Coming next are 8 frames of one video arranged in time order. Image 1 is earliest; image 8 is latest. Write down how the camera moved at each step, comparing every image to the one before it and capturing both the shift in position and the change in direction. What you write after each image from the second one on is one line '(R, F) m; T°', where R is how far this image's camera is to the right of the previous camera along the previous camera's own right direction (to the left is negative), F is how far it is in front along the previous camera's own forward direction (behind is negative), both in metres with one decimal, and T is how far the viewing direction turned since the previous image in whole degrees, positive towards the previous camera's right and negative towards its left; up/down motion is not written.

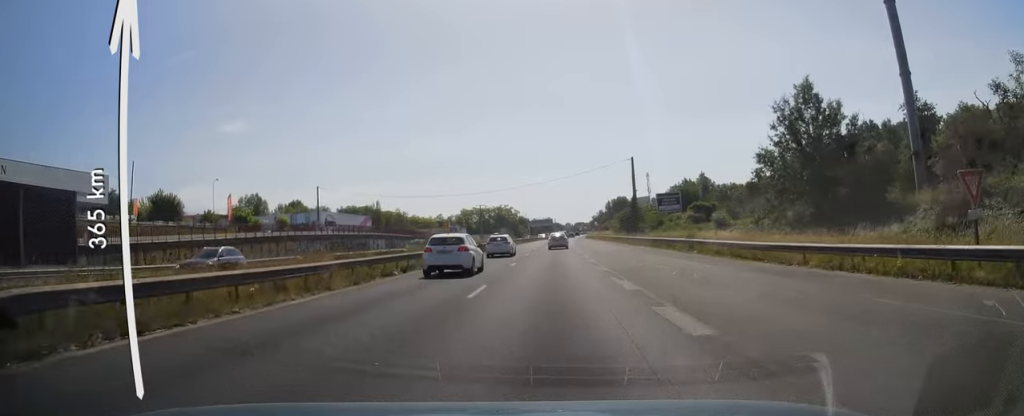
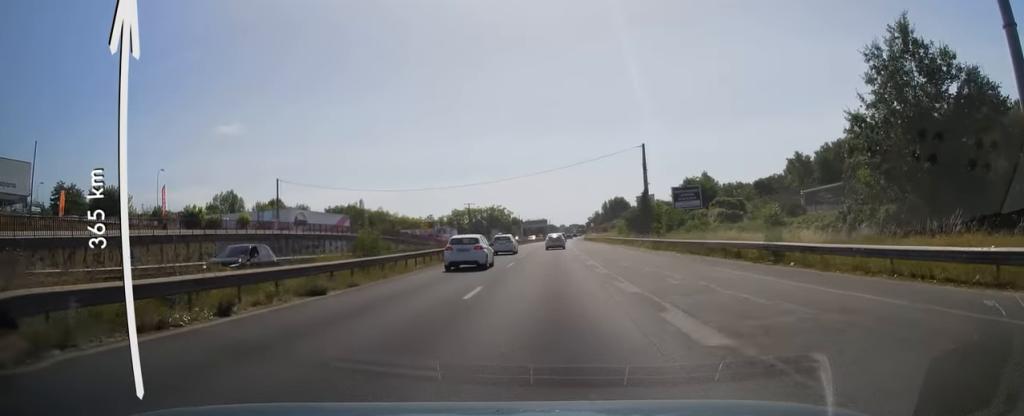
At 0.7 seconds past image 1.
(+0.1, +13.6) m; +1°
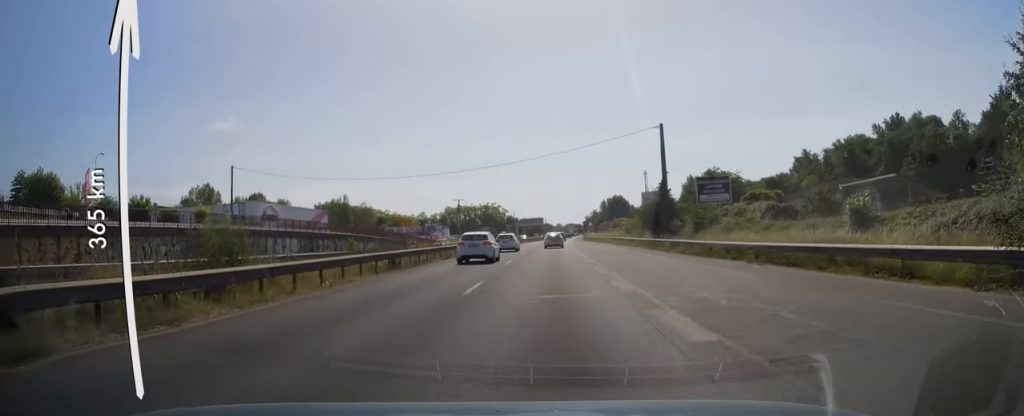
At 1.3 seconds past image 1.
(0.0, +12.6) m; +1°
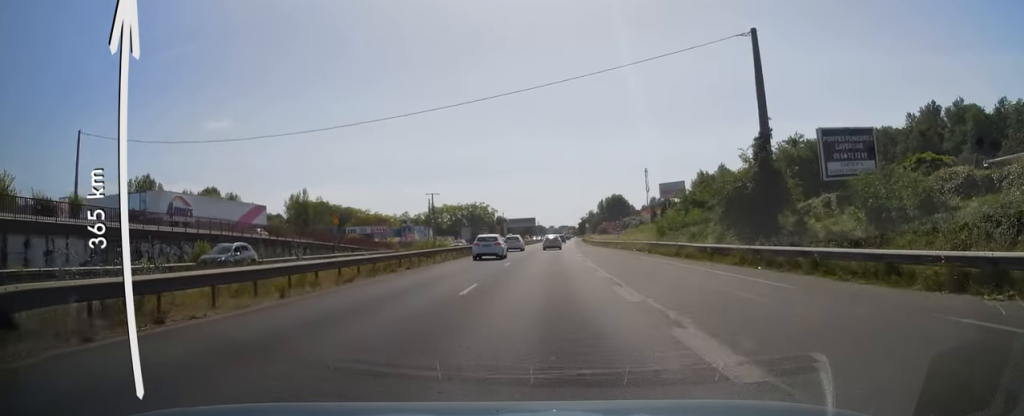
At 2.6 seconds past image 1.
(+0.4, +27.6) m; +1°
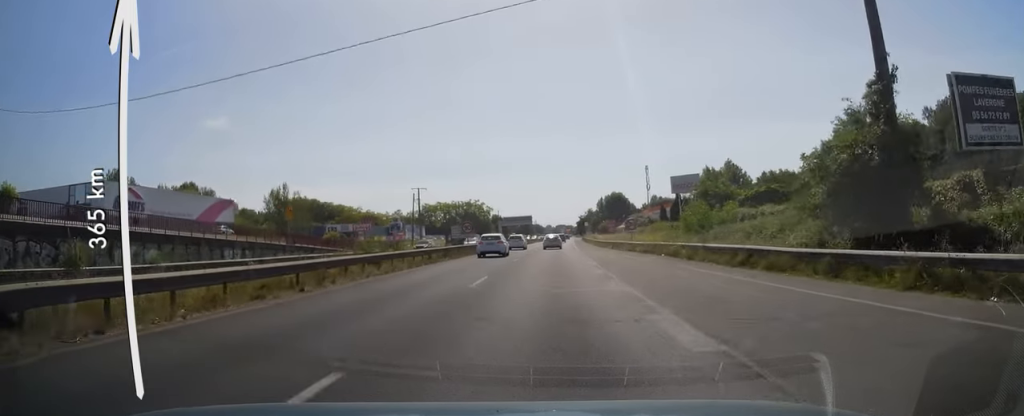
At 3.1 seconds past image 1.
(0.0, +11.5) m; 0°
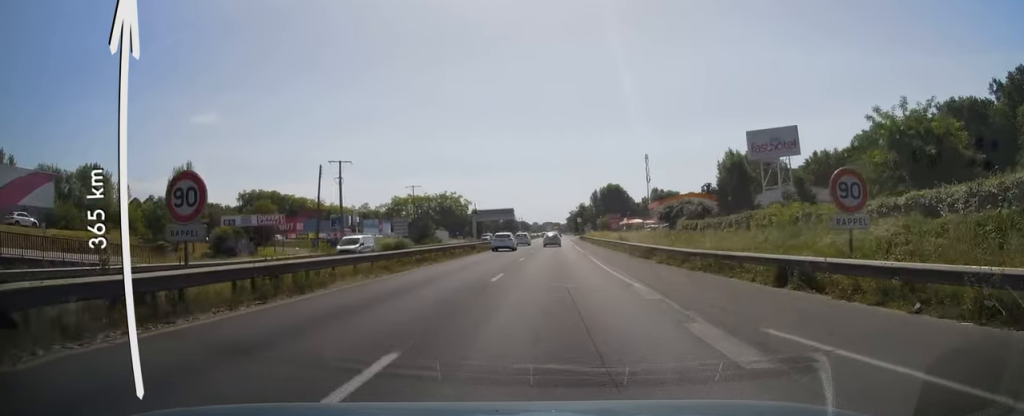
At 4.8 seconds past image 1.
(-0.1, +40.0) m; 0°
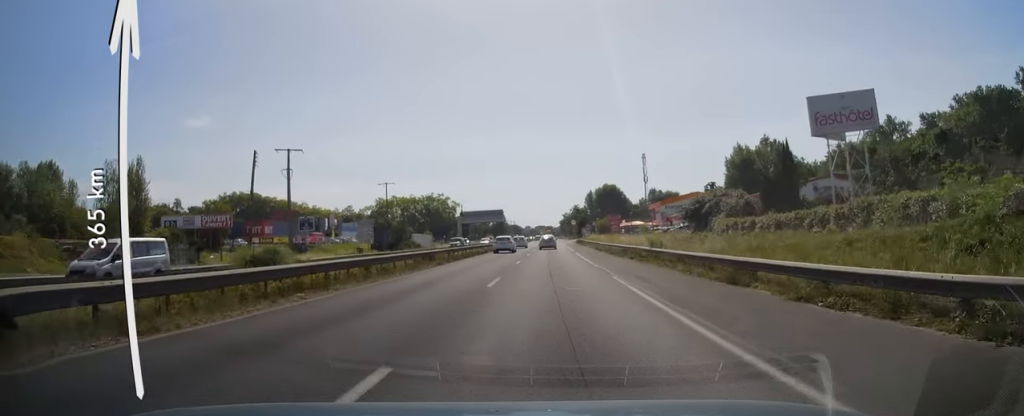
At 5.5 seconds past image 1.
(-0.1, +14.6) m; +1°
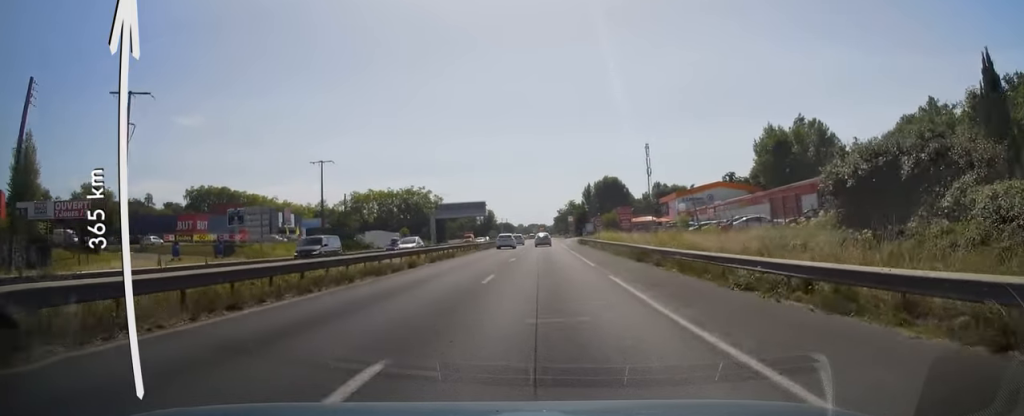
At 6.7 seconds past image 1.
(+0.7, +27.4) m; +2°
